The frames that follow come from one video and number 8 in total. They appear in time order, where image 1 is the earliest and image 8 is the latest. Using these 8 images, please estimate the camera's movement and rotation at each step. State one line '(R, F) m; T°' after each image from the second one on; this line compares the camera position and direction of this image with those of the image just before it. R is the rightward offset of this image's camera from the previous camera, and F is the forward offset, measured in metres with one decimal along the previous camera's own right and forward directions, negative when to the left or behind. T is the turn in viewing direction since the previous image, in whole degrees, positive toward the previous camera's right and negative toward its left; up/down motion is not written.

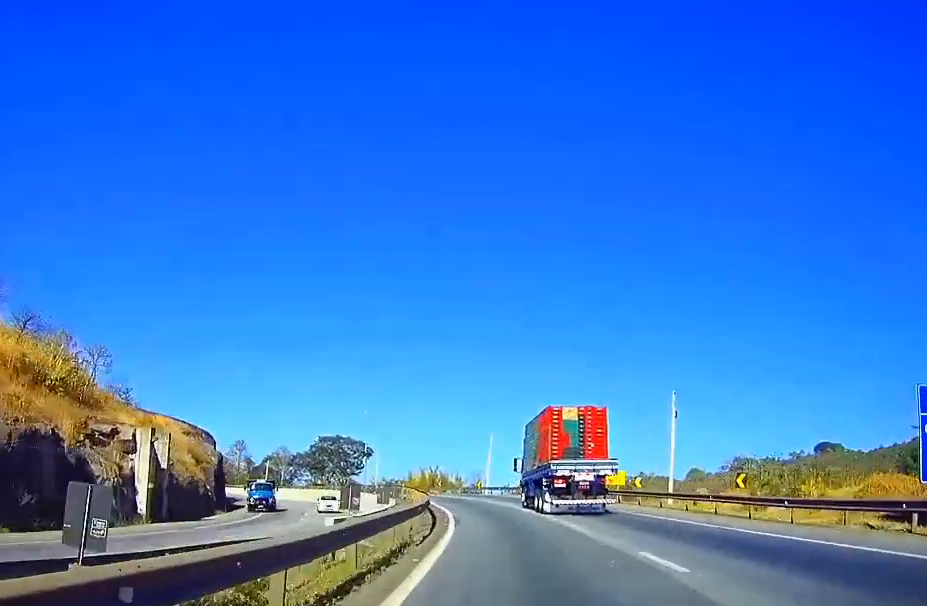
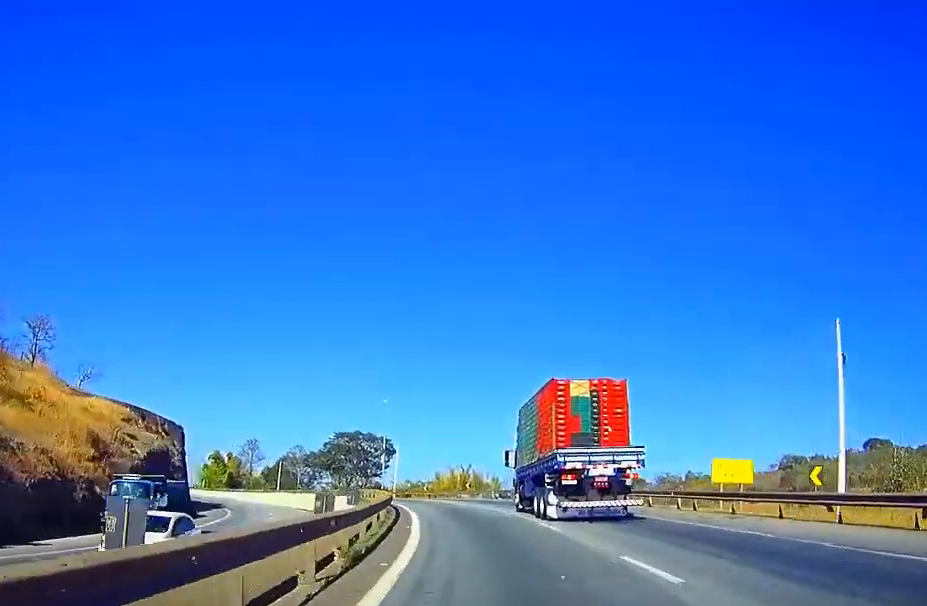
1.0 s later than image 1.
(-0.5, +24.4) m; -5°
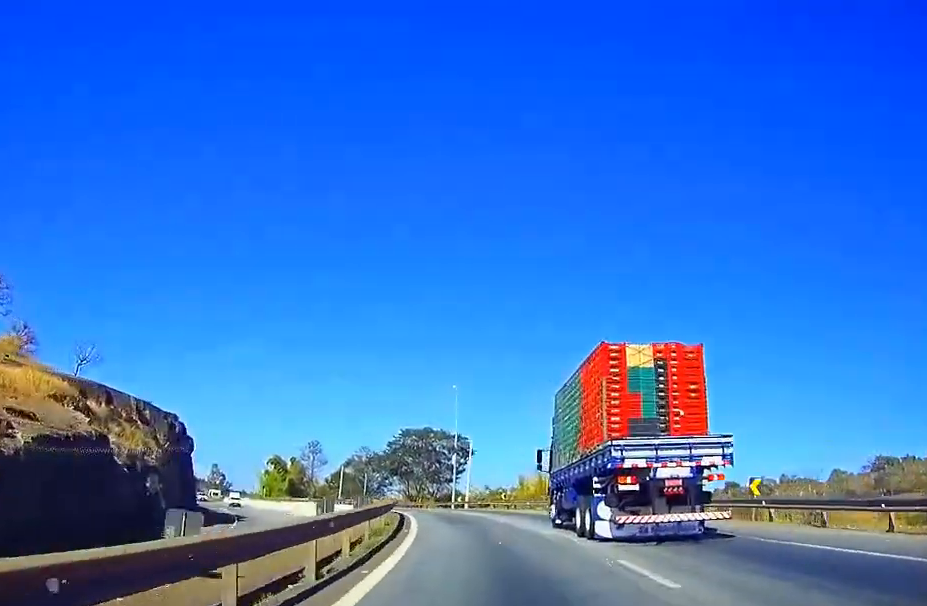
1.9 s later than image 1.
(-1.4, +23.6) m; -5°
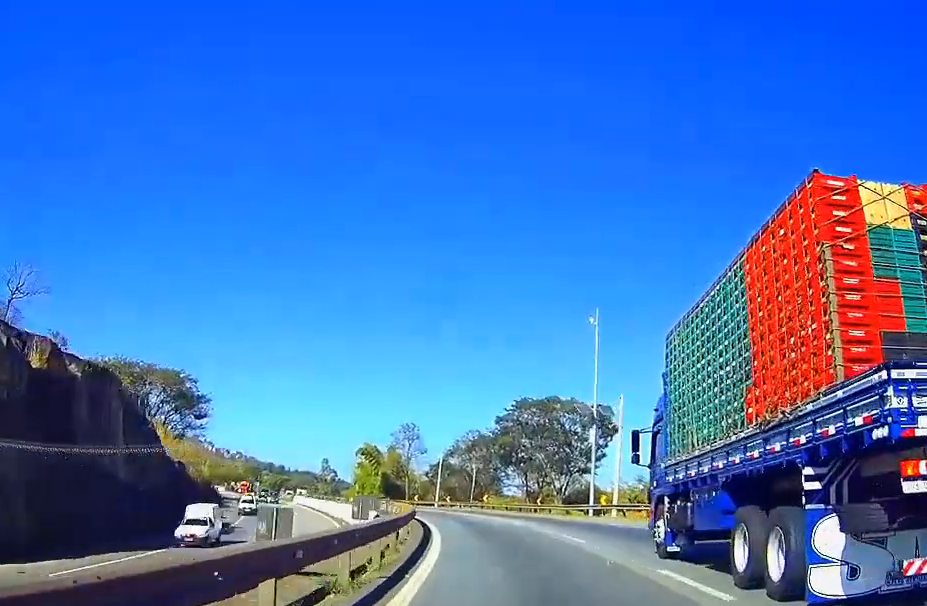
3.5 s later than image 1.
(-1.8, +37.2) m; -7°
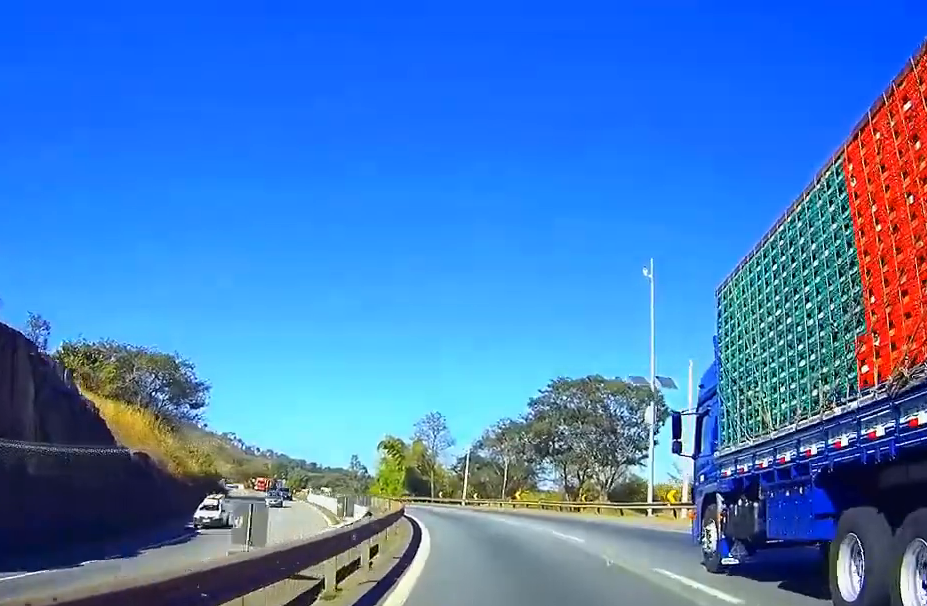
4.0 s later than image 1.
(-0.7, +12.6) m; -4°
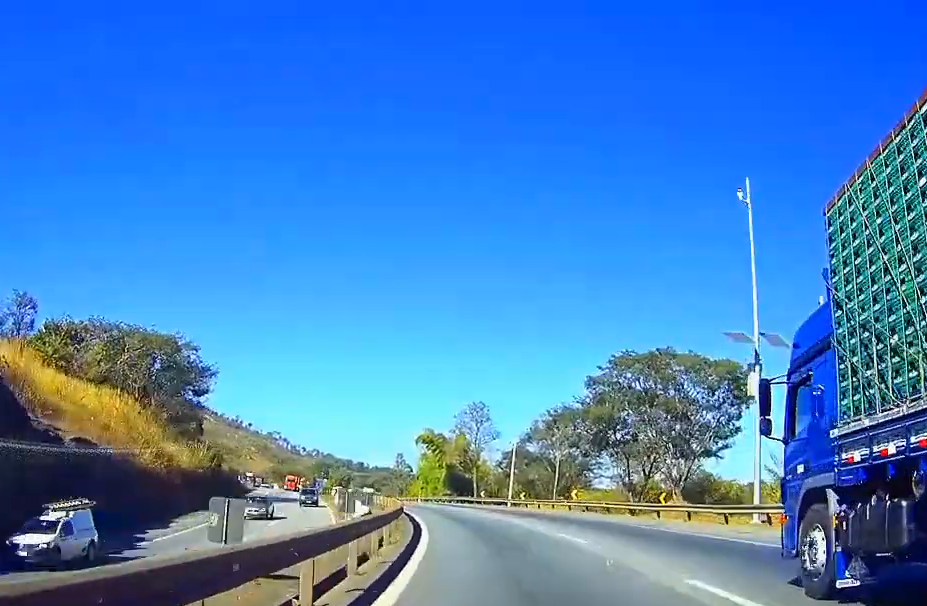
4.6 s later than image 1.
(-0.4, +13.4) m; -3°
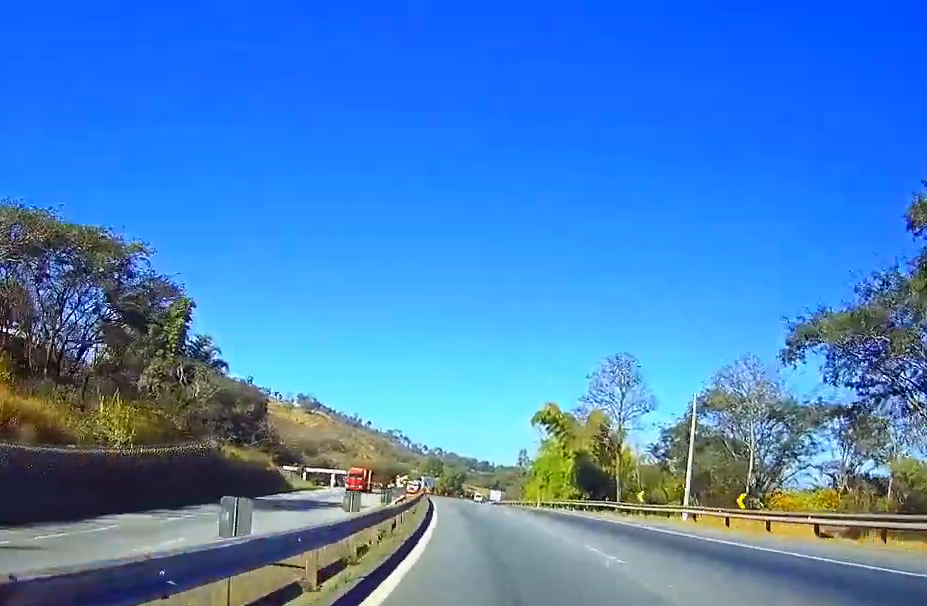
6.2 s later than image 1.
(-2.7, +39.1) m; -7°
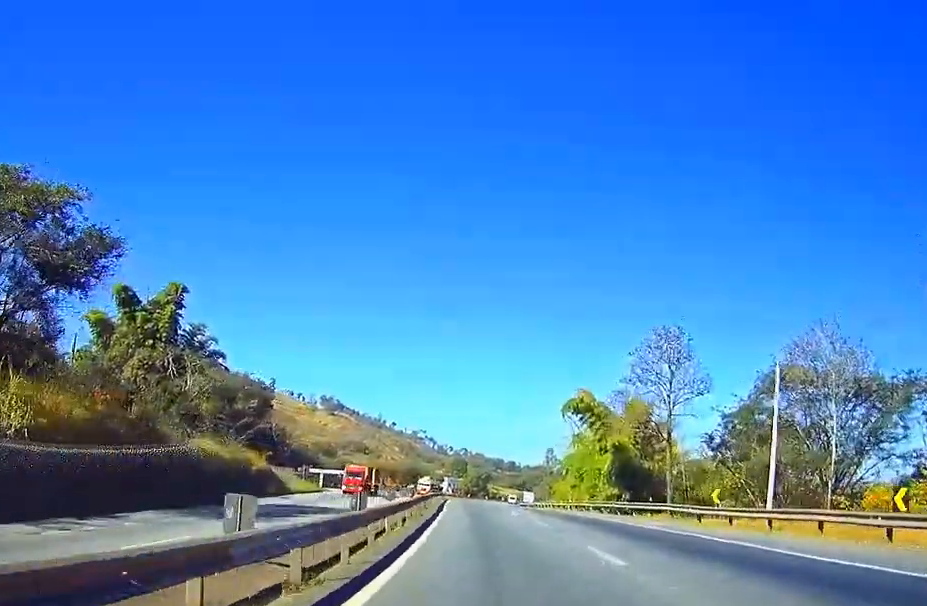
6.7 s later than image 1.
(-0.3, +12.4) m; -2°
